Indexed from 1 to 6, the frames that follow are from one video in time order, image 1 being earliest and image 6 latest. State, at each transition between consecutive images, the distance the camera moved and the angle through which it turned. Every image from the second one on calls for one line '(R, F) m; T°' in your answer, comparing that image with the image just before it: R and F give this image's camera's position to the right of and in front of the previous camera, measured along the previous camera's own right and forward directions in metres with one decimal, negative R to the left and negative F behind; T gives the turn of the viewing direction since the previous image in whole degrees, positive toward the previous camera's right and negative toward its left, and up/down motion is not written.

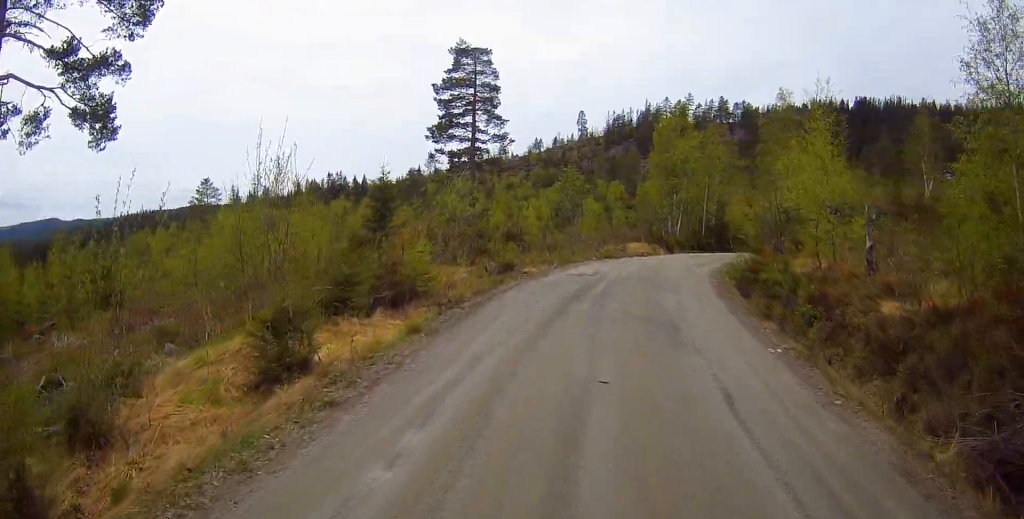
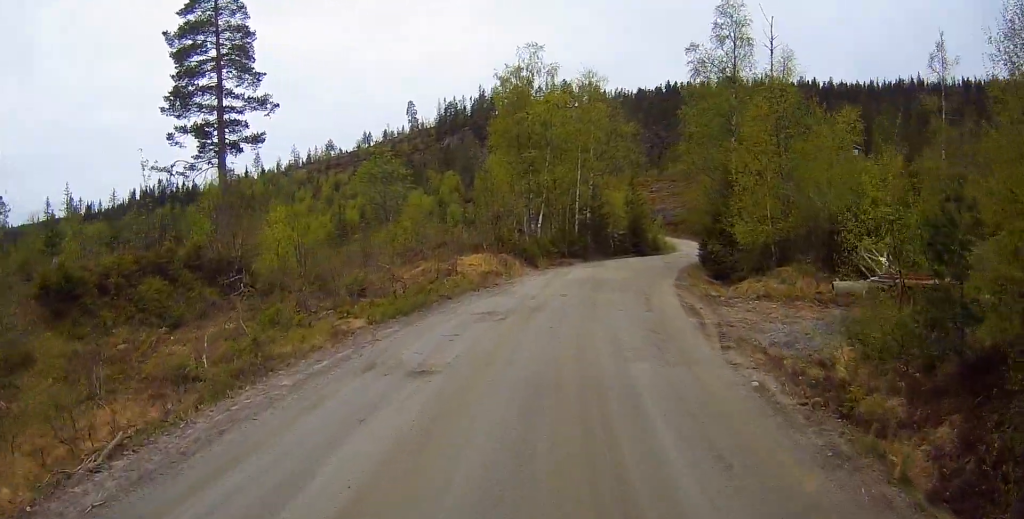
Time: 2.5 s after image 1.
(+2.8, +20.3) m; +15°
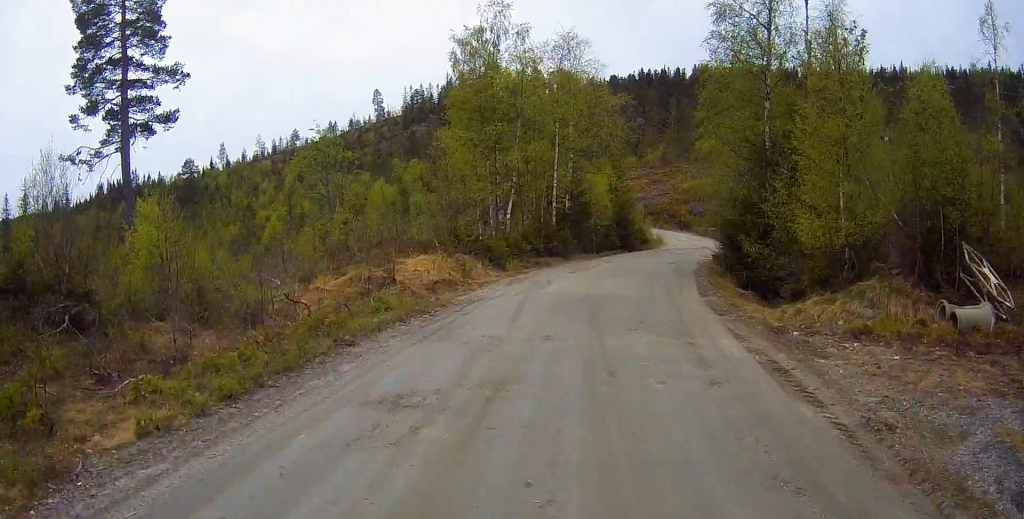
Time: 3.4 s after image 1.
(+0.1, +7.6) m; +1°
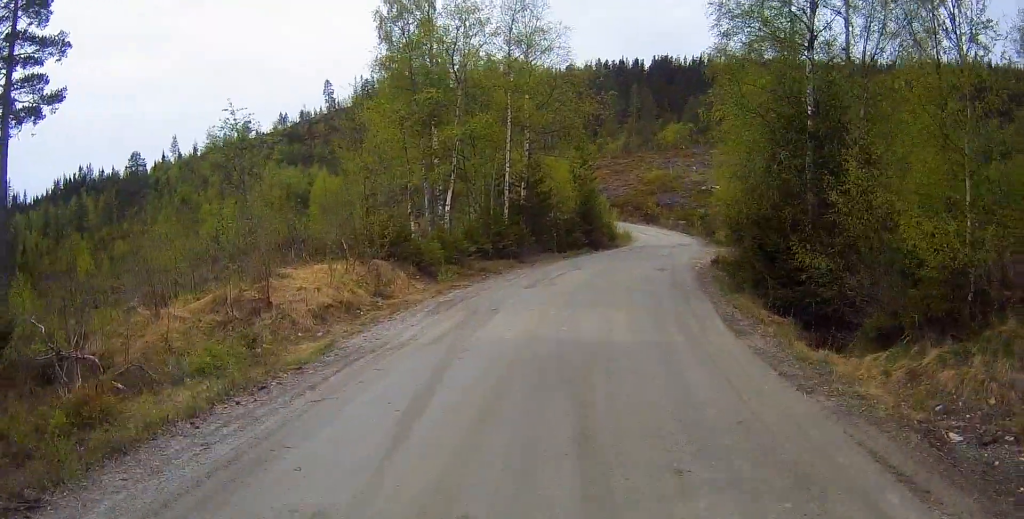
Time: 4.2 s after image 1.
(0.0, +7.0) m; +3°
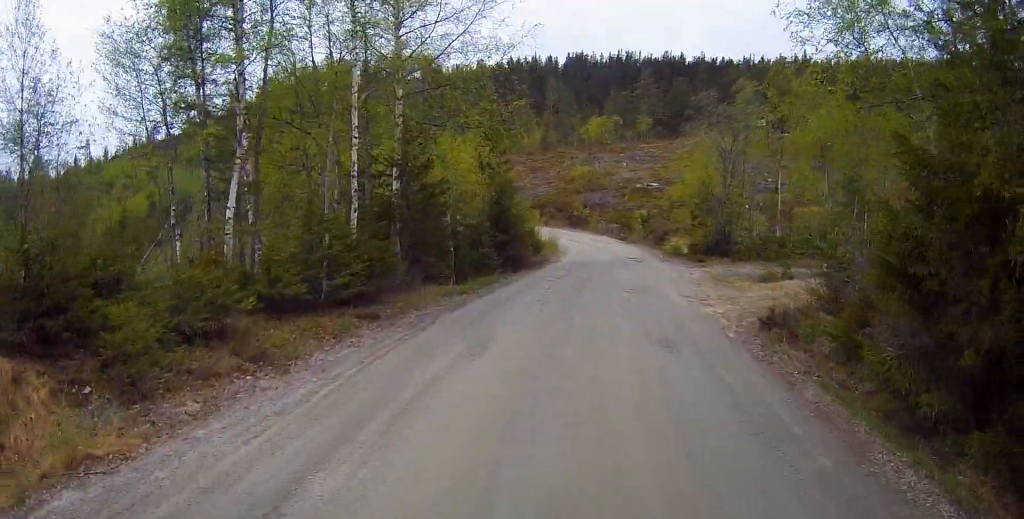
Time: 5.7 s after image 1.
(+1.2, +12.8) m; +8°
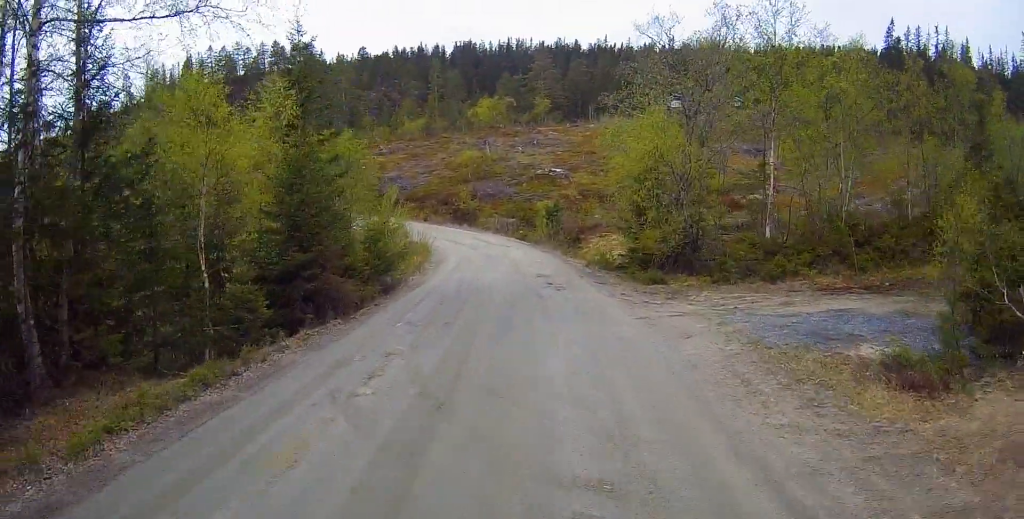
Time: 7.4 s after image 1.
(+0.6, +13.0) m; +9°
